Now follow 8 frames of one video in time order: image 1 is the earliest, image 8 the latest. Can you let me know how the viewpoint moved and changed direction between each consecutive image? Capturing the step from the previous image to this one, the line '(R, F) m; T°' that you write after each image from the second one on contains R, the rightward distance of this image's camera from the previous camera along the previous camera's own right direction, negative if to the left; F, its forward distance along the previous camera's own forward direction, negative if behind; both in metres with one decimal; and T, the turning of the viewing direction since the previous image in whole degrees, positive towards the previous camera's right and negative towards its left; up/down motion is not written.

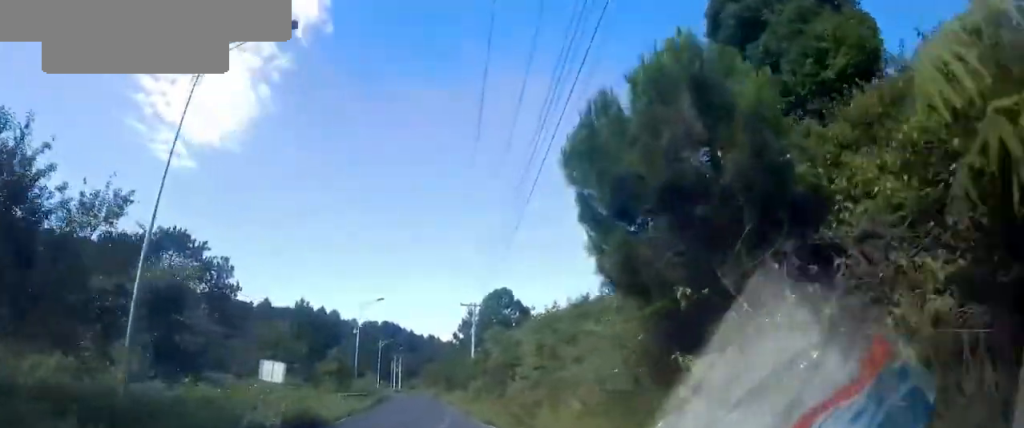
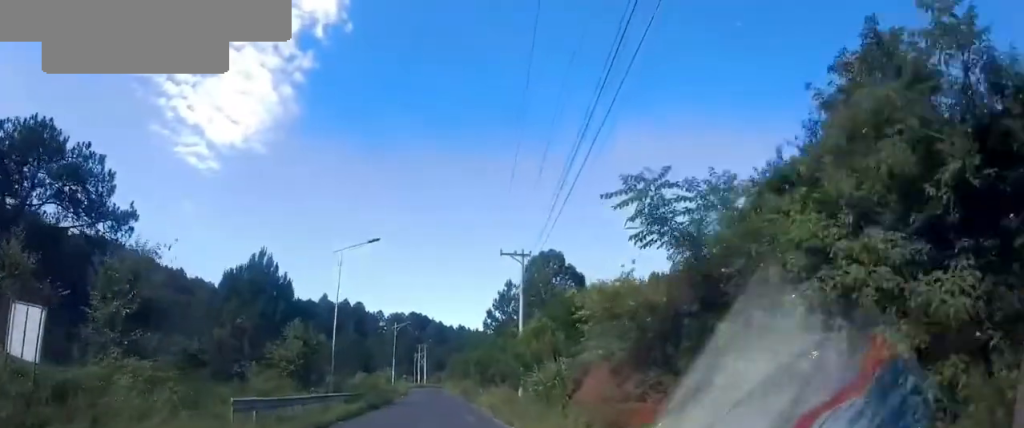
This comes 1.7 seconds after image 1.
(-0.6, +17.5) m; -5°
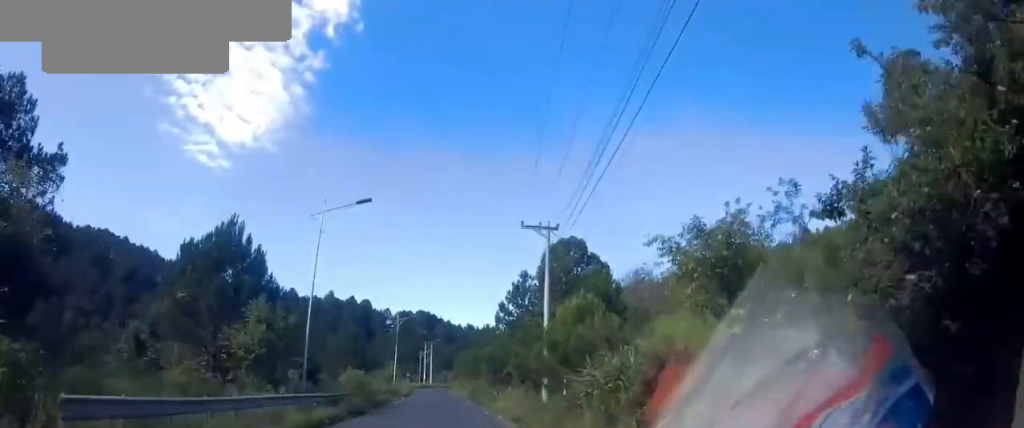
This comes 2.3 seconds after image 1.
(-0.4, +6.3) m; -3°
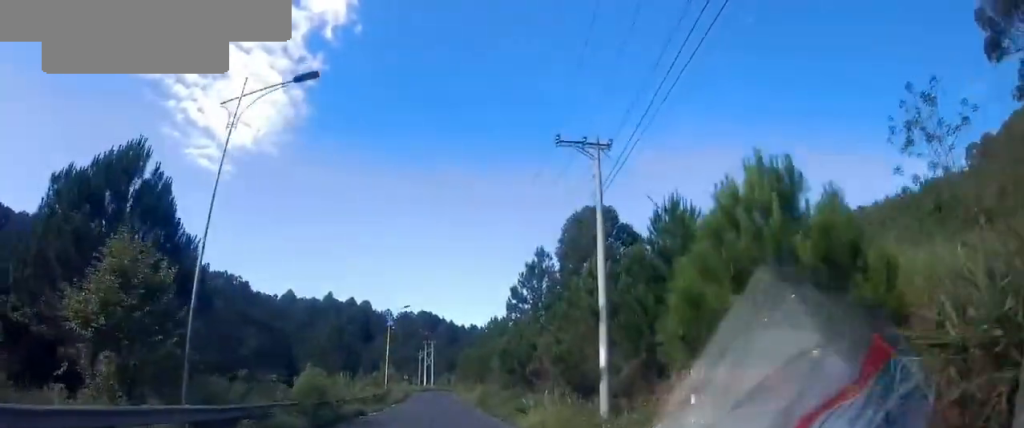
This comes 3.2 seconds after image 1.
(-0.4, +9.9) m; -1°
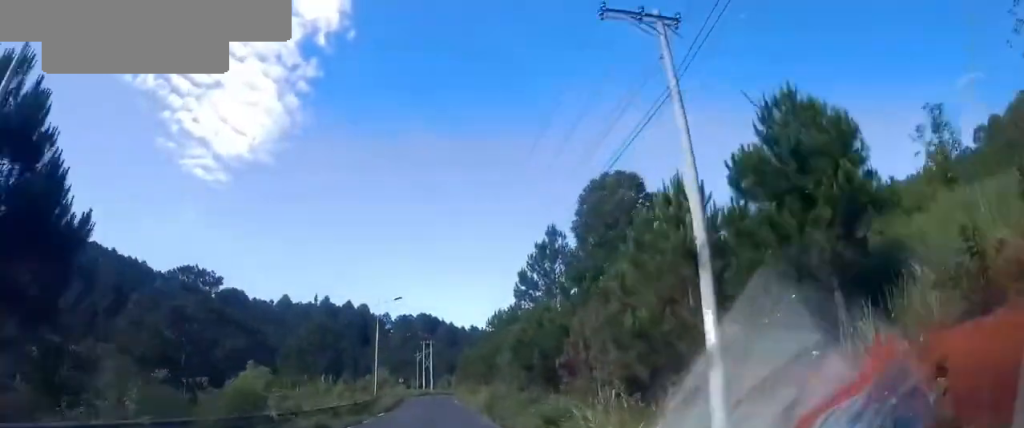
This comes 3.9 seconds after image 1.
(-0.1, +7.1) m; +3°
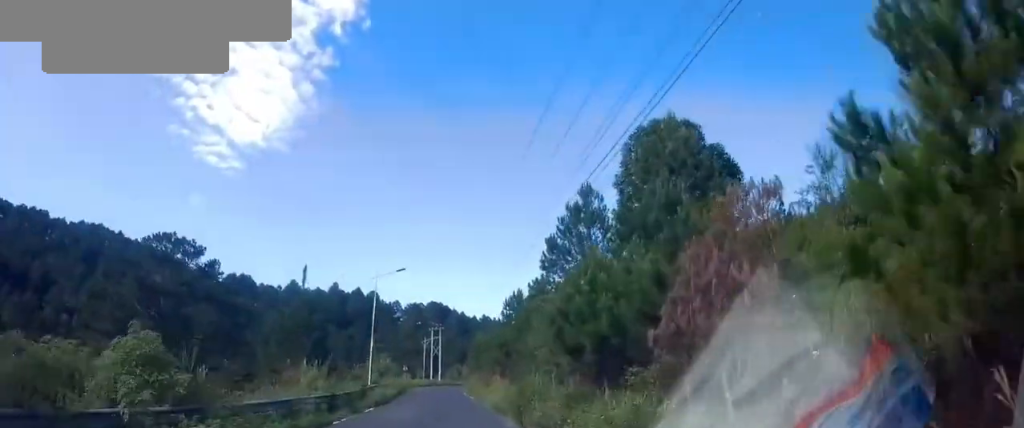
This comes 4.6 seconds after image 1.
(+0.7, +7.5) m; 0°
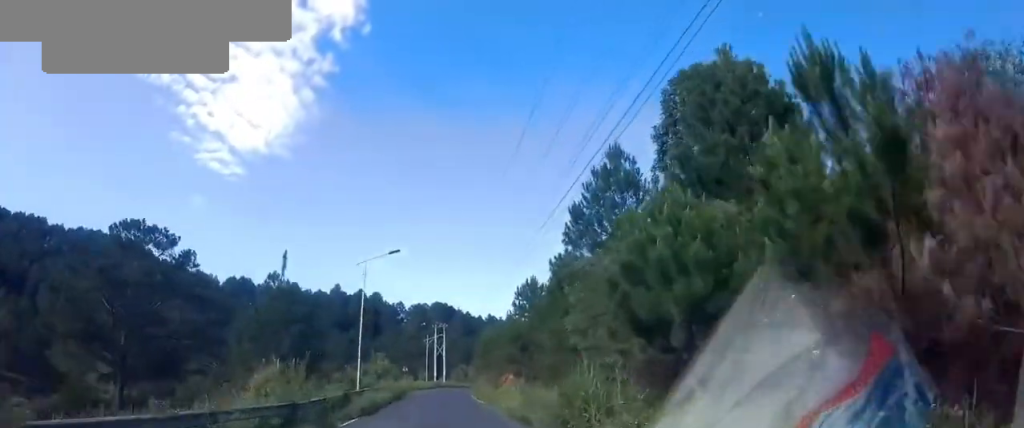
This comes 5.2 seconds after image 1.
(-0.2, +6.2) m; -2°
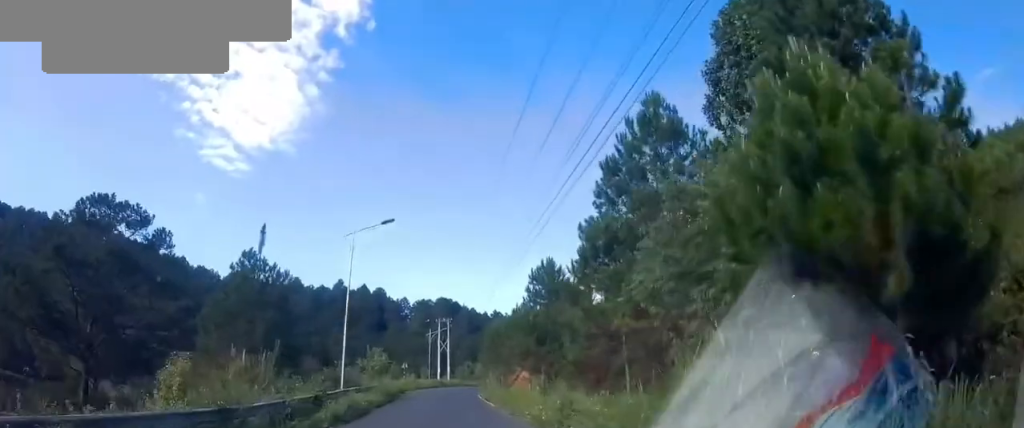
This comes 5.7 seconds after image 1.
(-0.3, +5.5) m; -2°
